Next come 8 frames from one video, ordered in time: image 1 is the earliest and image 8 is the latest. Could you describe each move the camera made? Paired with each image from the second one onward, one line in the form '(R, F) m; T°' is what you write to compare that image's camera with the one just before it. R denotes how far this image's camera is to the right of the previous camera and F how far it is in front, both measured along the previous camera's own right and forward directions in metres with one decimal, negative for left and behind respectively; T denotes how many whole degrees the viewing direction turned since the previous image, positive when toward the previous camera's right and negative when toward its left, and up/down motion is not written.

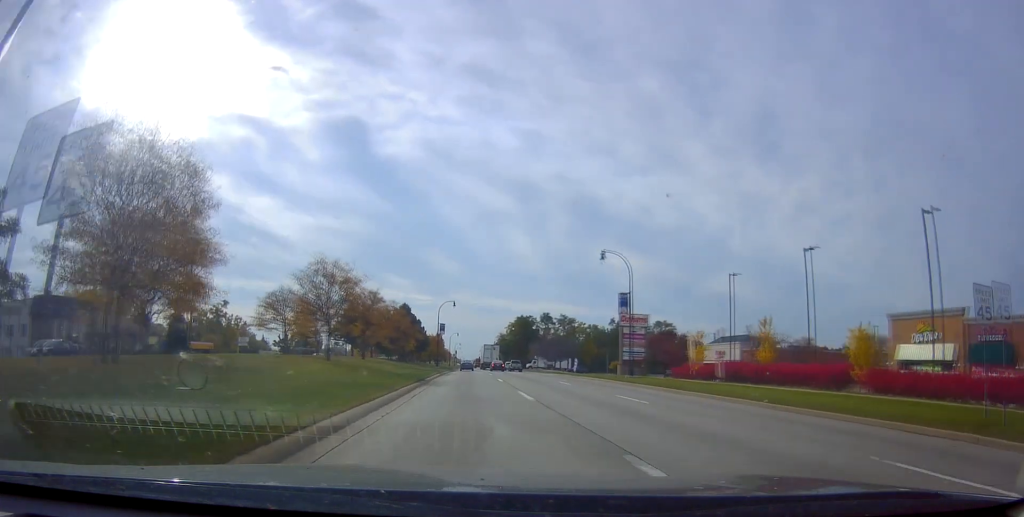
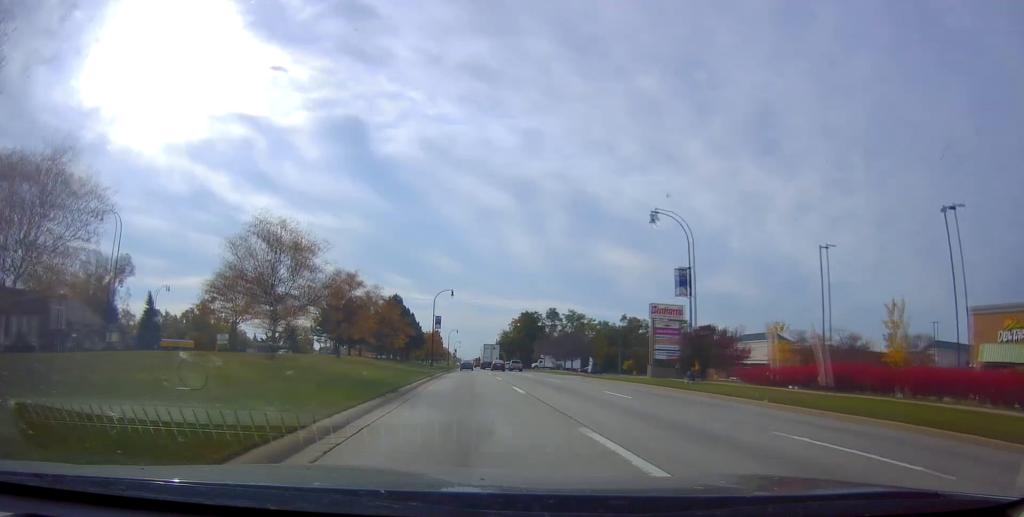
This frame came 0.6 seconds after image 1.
(-0.3, +12.3) m; 0°
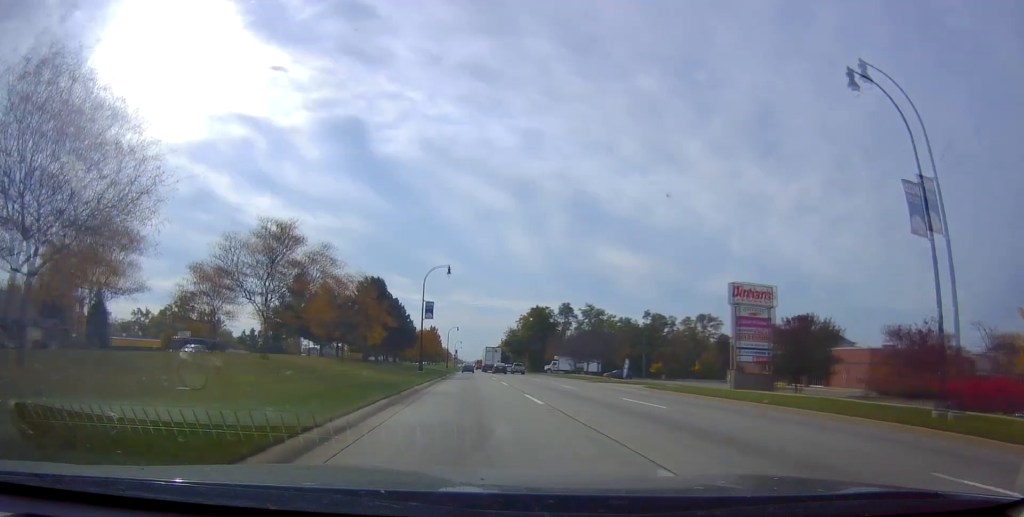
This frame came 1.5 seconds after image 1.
(-0.1, +19.1) m; +1°
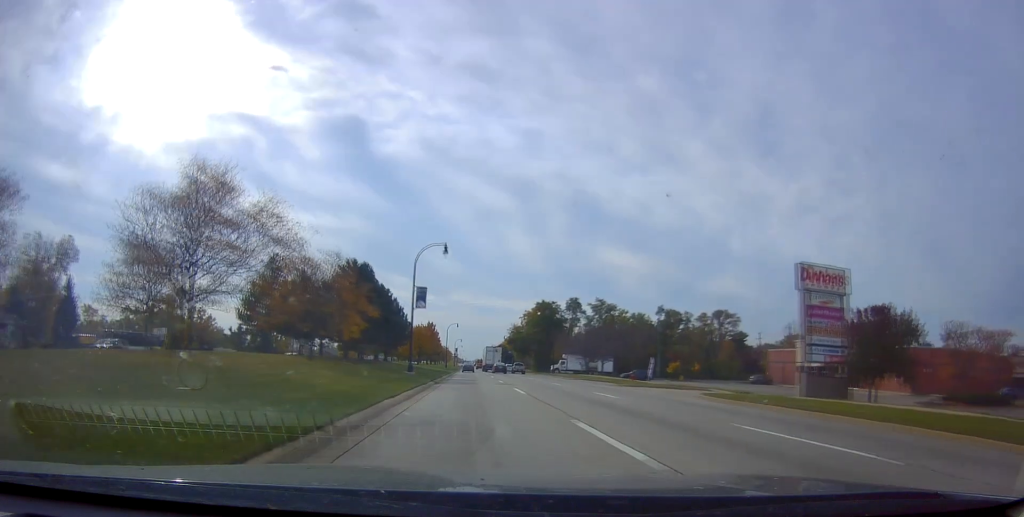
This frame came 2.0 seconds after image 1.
(+0.2, +9.6) m; +1°
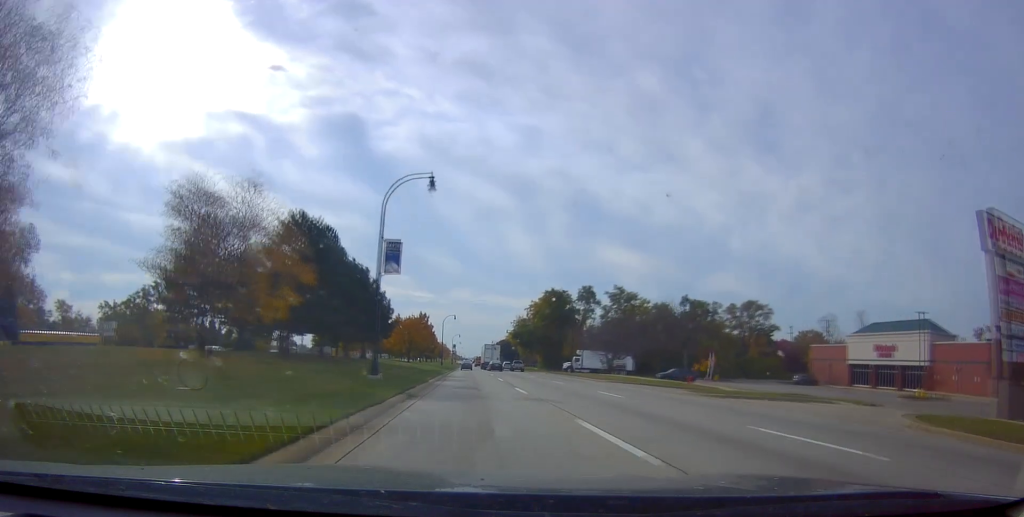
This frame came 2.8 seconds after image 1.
(+0.1, +15.7) m; 0°
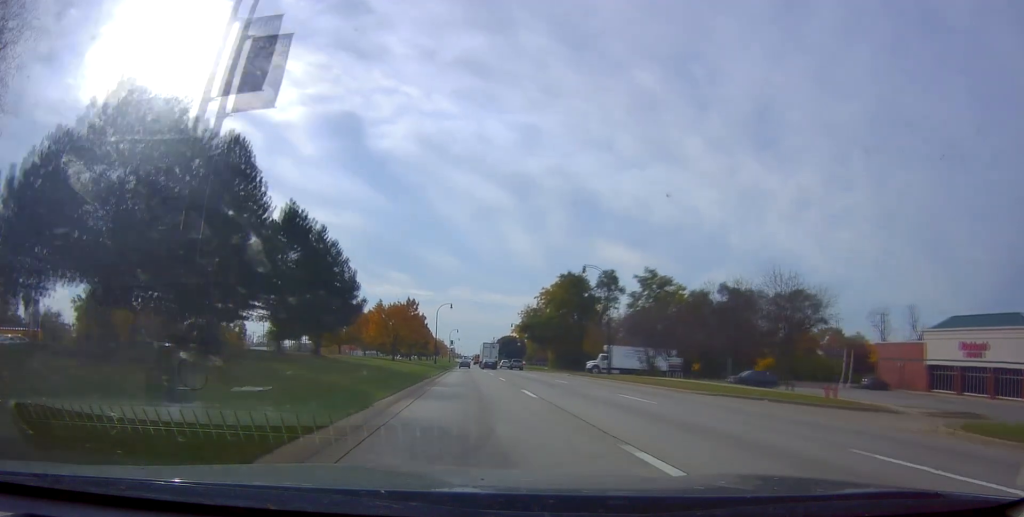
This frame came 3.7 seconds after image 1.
(-0.2, +18.4) m; 0°
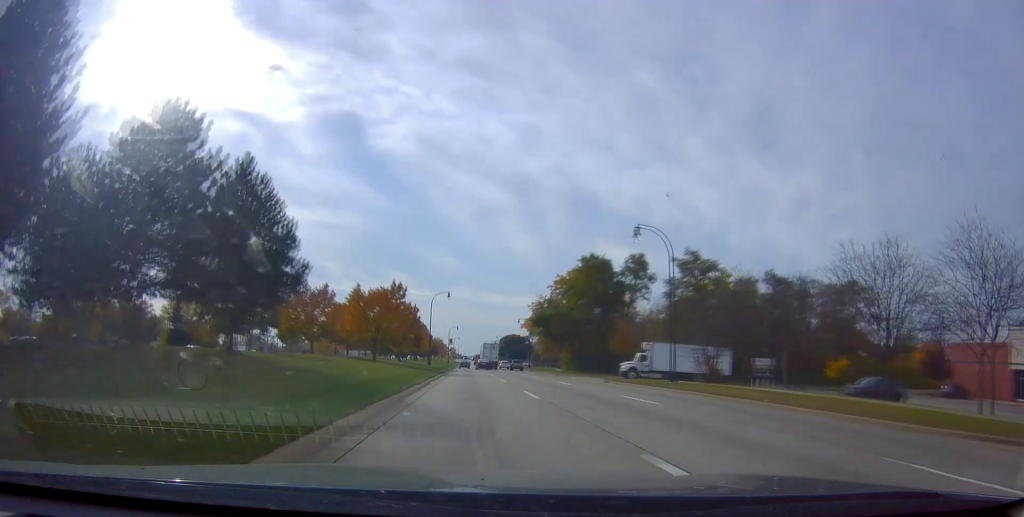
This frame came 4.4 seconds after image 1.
(-0.1, +15.7) m; 0°
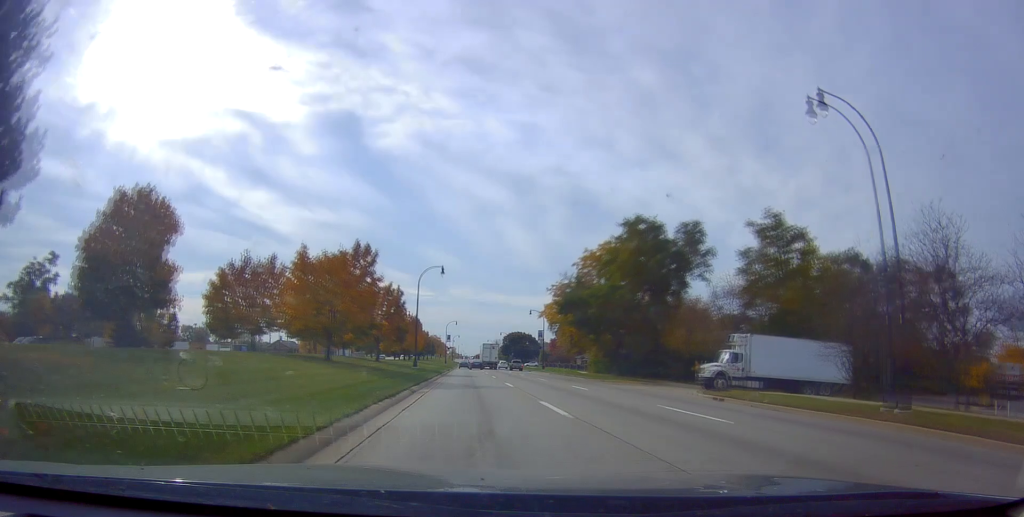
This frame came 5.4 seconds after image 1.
(+0.1, +20.0) m; -1°
